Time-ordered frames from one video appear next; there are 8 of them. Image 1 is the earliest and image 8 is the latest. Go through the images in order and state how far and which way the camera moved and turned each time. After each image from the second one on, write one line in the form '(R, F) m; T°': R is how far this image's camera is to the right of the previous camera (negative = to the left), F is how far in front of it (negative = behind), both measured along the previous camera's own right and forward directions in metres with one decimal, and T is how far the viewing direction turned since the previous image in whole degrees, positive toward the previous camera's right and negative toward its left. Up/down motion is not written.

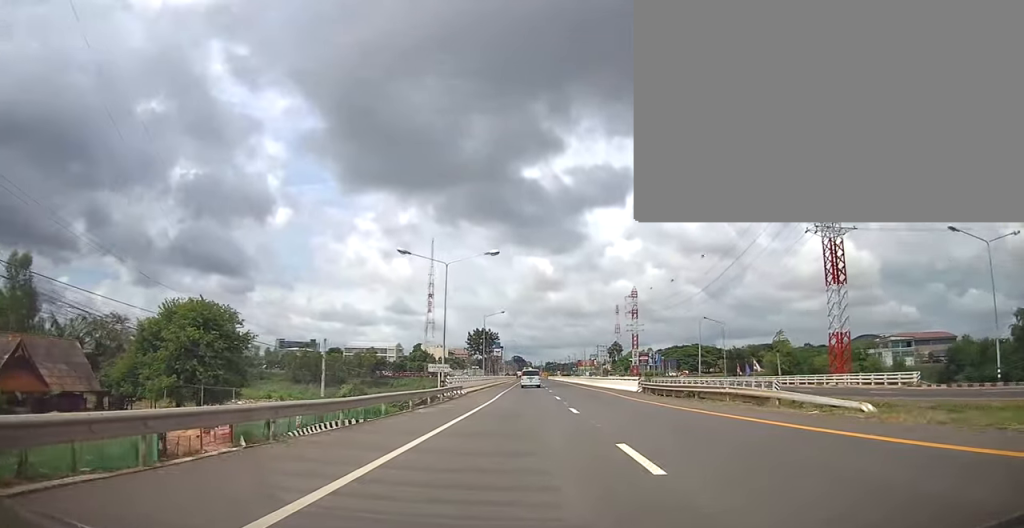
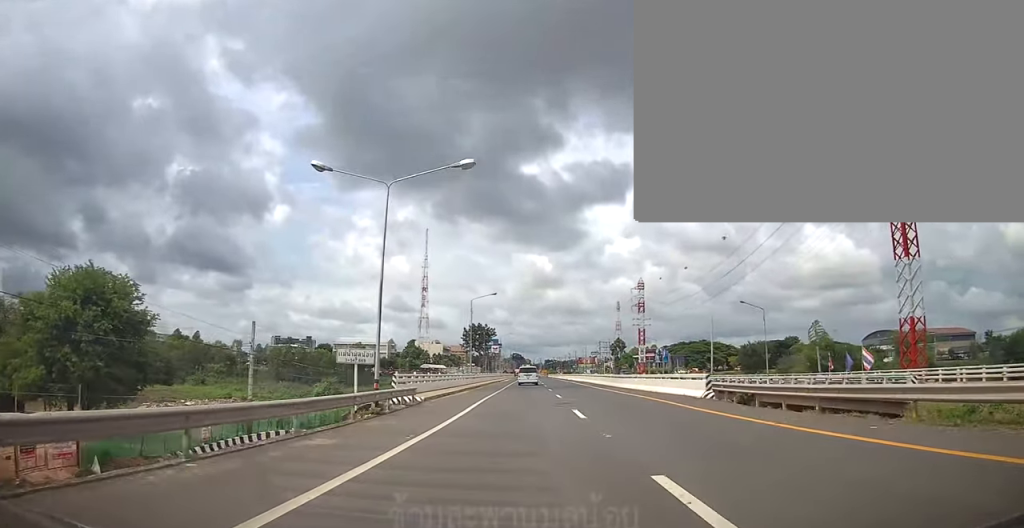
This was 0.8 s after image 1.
(-0.5, +15.5) m; 0°
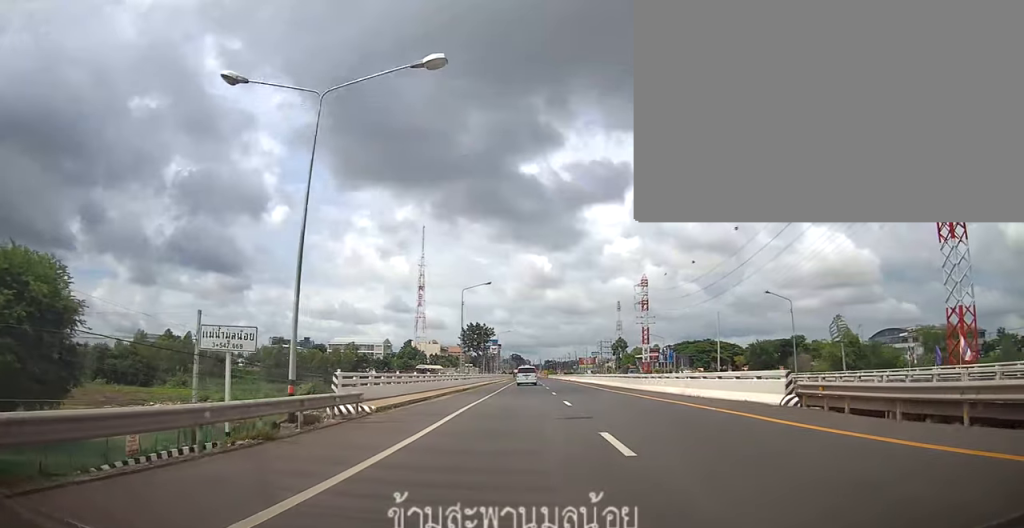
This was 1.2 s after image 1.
(0.0, +7.7) m; 0°
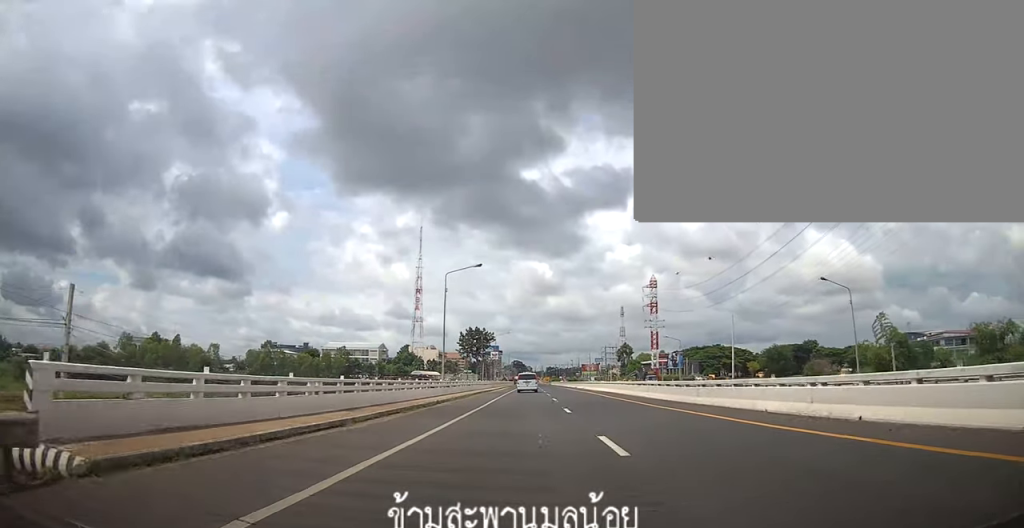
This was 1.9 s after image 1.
(+0.4, +12.0) m; 0°
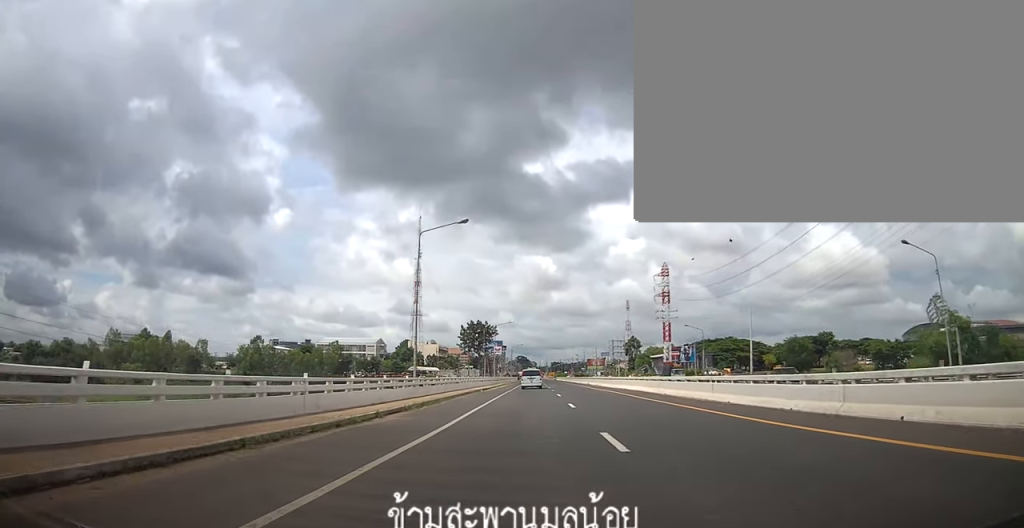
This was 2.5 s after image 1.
(-0.1, +11.5) m; -2°
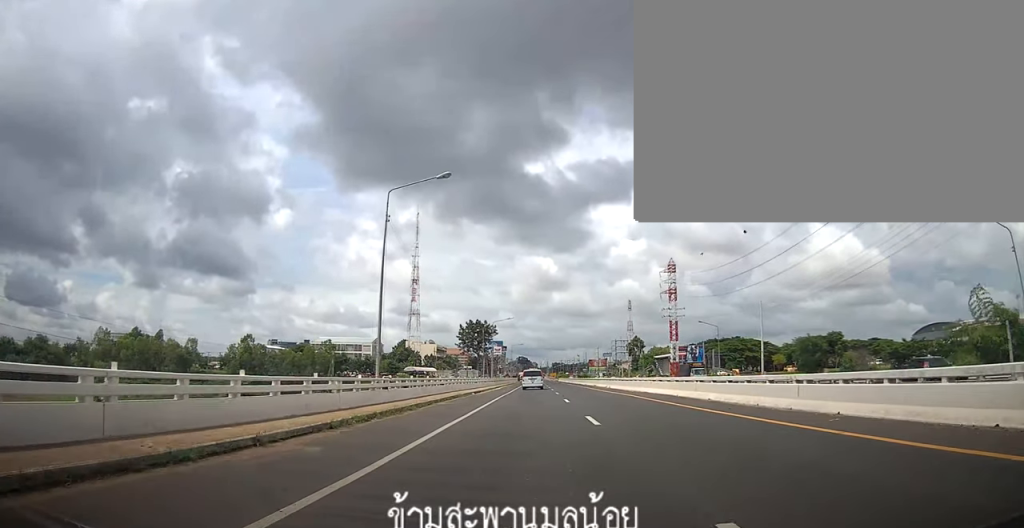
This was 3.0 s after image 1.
(0.0, +7.5) m; -2°
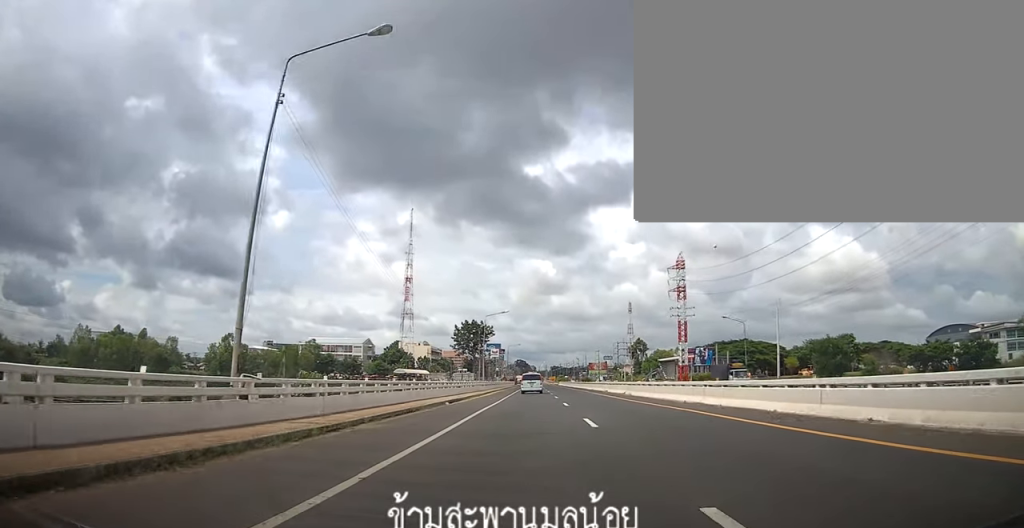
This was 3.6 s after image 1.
(-0.4, +11.4) m; 0°
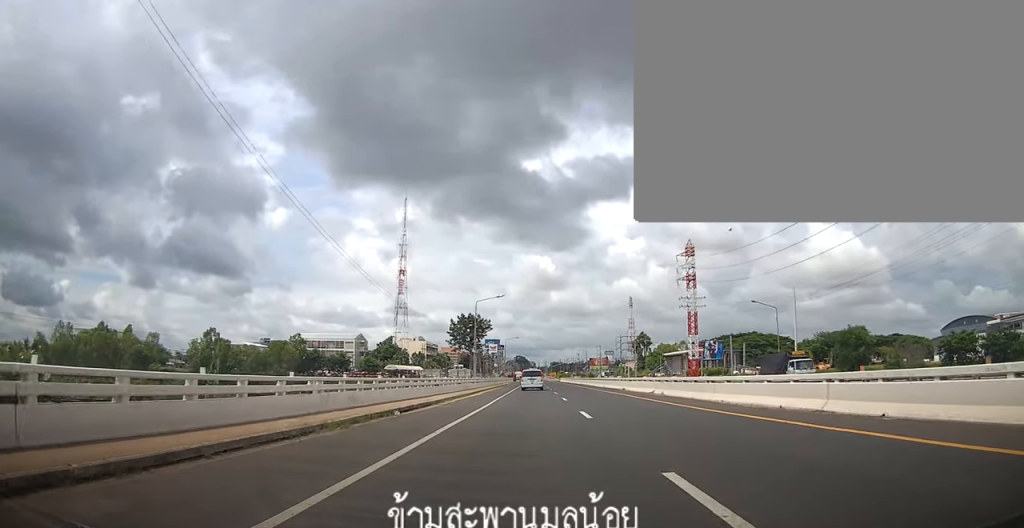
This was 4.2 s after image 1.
(-0.3, +10.4) m; 0°
